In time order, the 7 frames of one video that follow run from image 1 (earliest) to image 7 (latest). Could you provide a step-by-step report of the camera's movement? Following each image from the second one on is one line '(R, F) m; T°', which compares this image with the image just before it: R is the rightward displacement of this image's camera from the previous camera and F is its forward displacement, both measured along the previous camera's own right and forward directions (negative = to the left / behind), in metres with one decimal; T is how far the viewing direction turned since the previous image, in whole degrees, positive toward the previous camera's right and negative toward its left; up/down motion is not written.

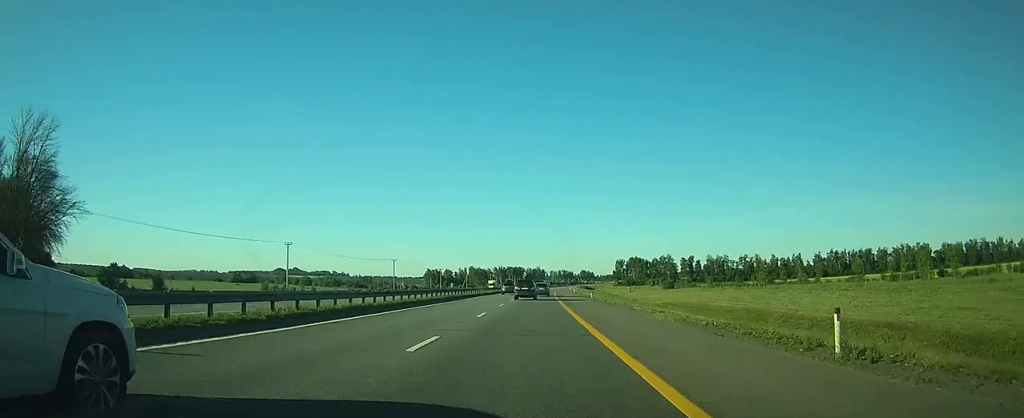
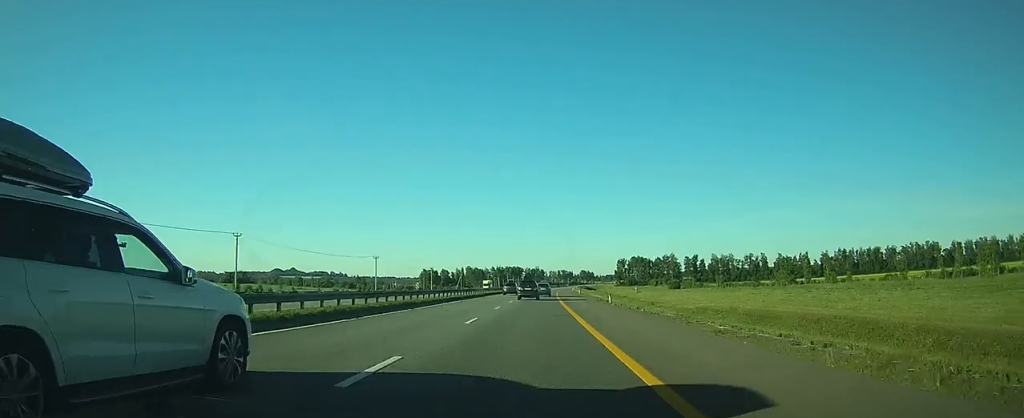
(+0.1, +15.8) m; 0°
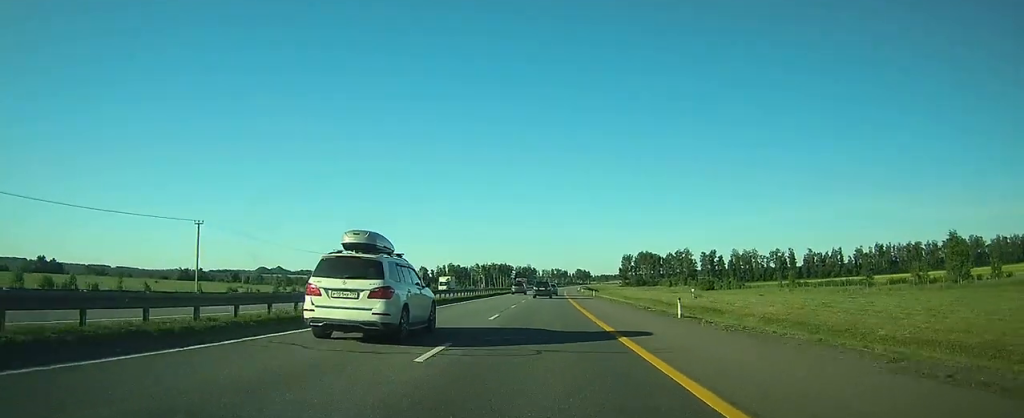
(+0.4, +69.3) m; +1°
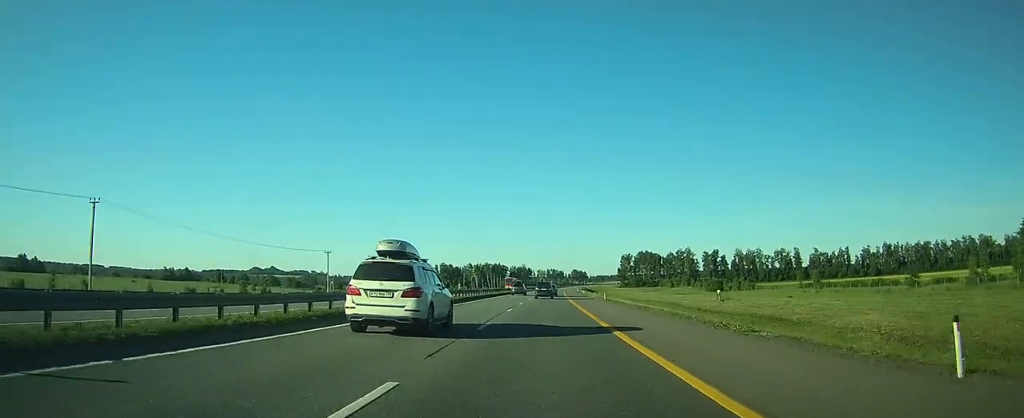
(0.0, +16.8) m; 0°
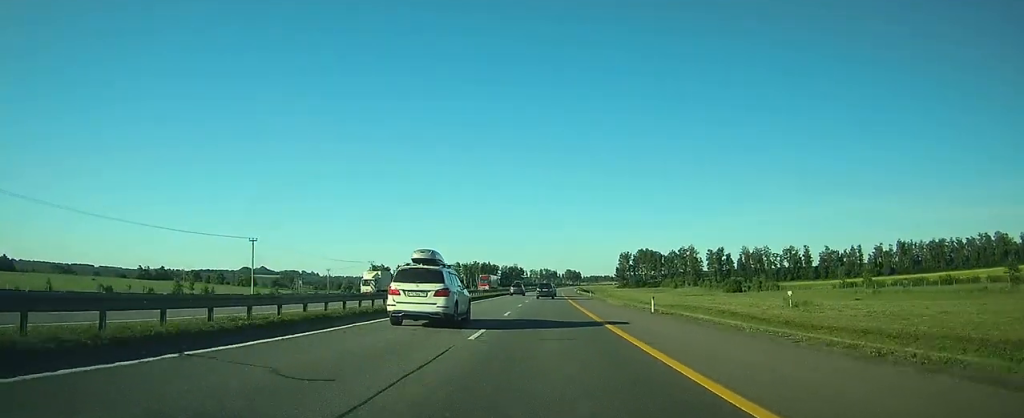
(+0.2, +26.4) m; 0°
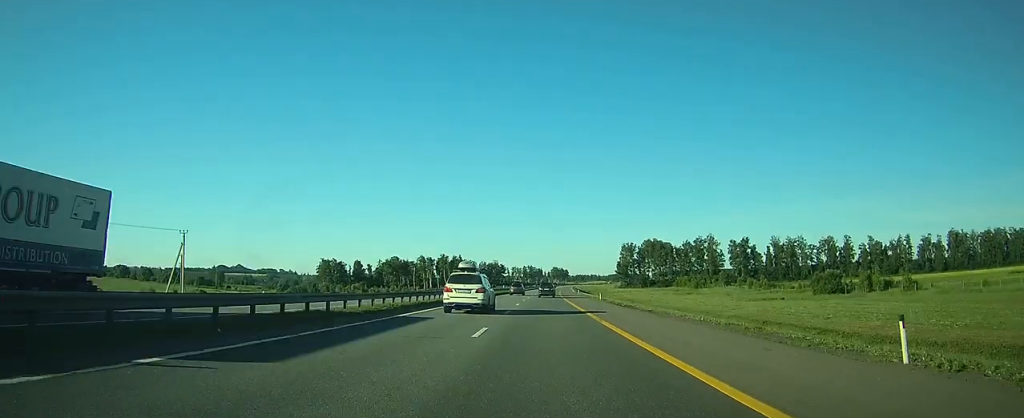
(+0.8, +71.3) m; +2°
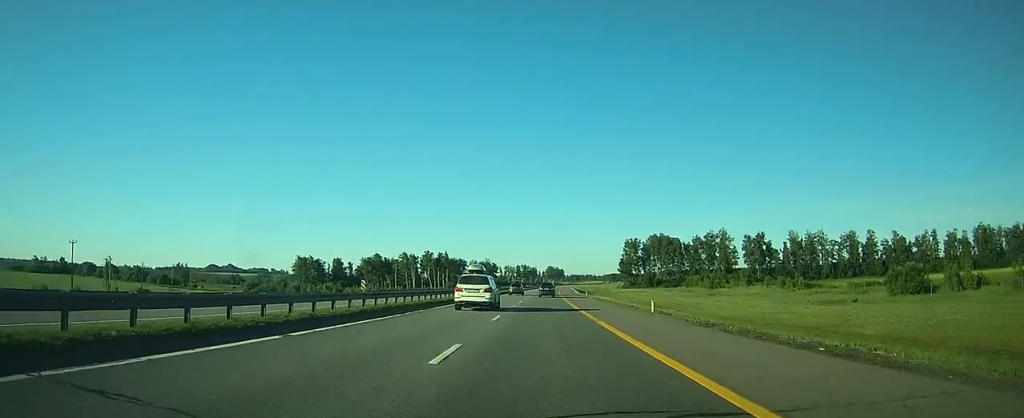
(+0.1, +29.0) m; 0°
